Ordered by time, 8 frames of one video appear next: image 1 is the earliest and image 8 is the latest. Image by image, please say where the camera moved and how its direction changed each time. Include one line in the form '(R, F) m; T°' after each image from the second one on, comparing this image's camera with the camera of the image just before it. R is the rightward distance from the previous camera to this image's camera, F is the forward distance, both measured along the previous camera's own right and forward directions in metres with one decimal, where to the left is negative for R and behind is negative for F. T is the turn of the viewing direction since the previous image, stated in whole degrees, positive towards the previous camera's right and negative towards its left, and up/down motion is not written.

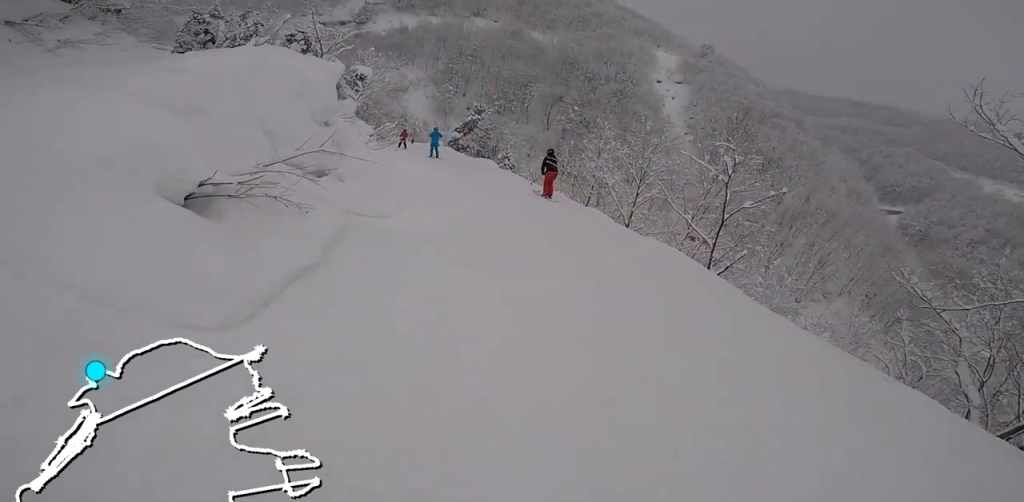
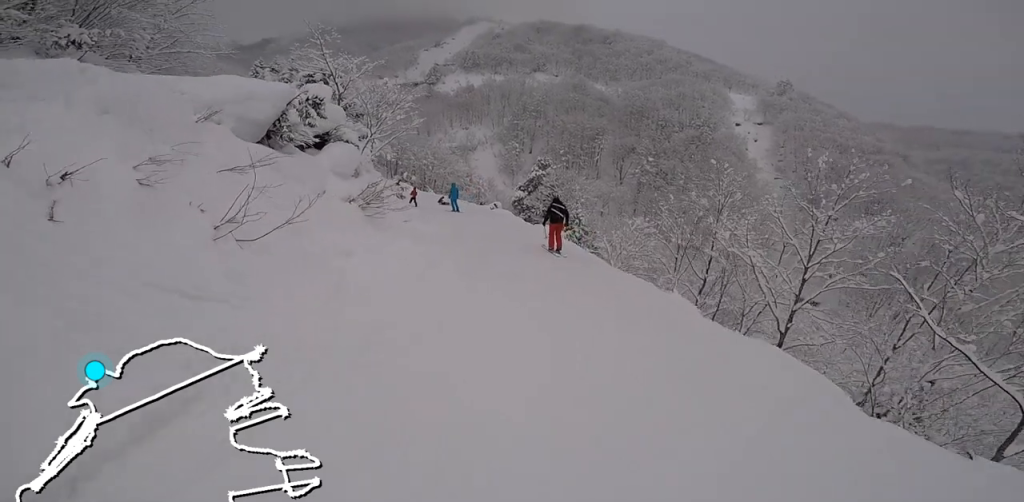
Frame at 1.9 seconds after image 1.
(-1.5, +6.2) m; -19°
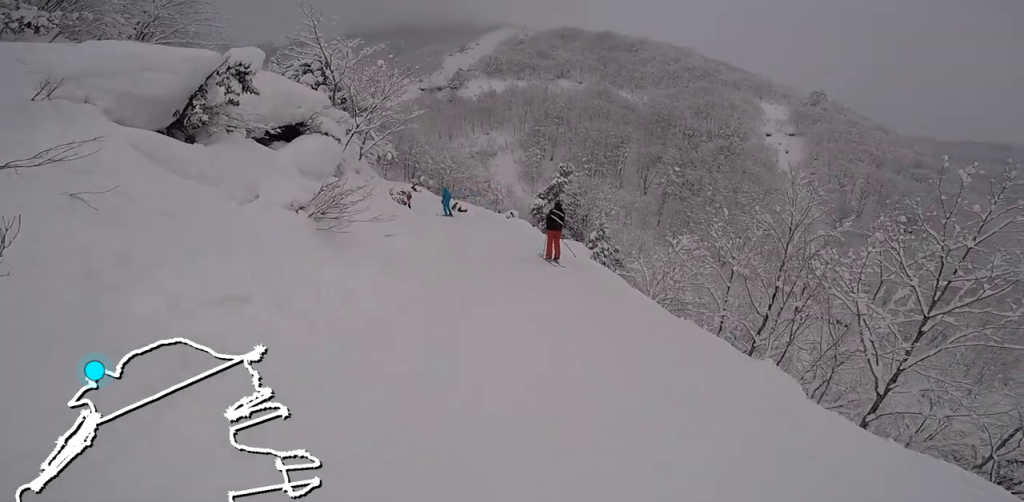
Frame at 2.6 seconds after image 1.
(-0.1, +2.9) m; -4°
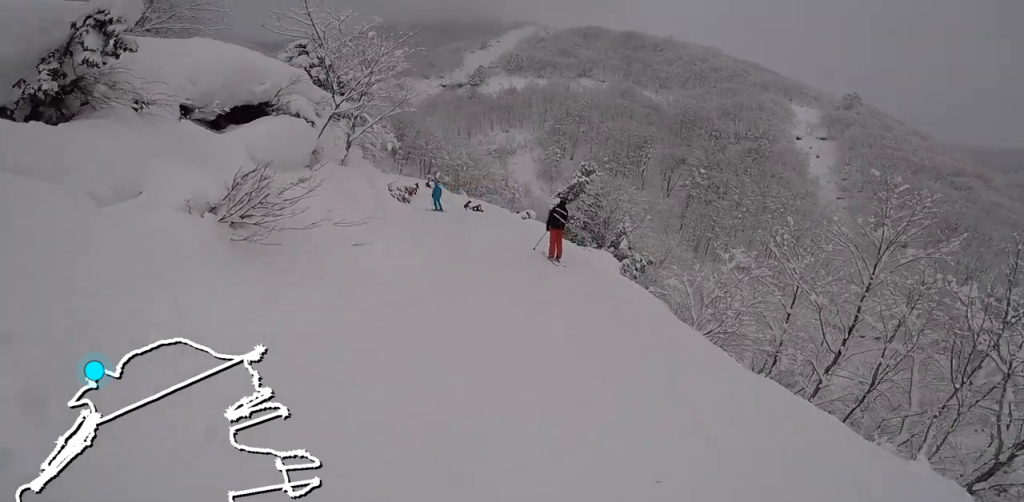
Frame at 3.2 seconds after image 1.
(-0.1, +2.3) m; -4°
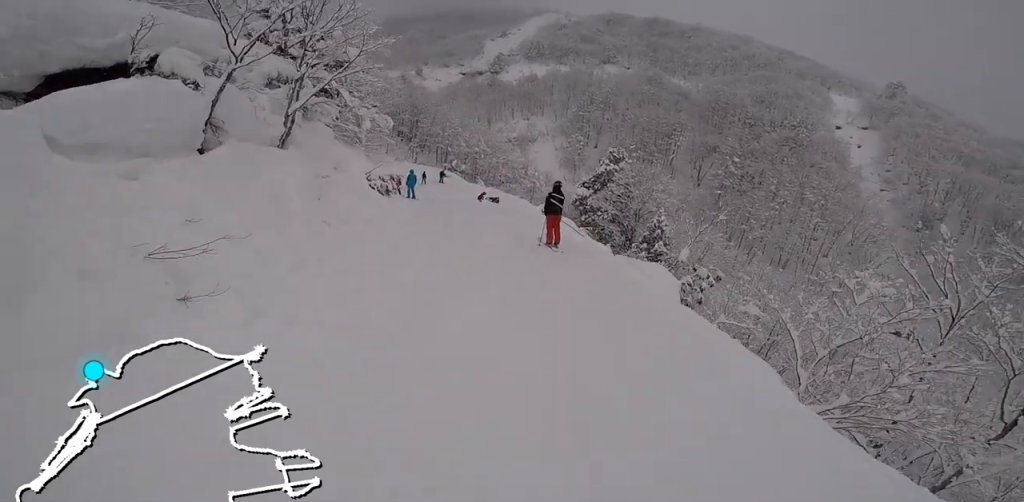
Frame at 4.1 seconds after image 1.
(-0.2, +3.5) m; -7°
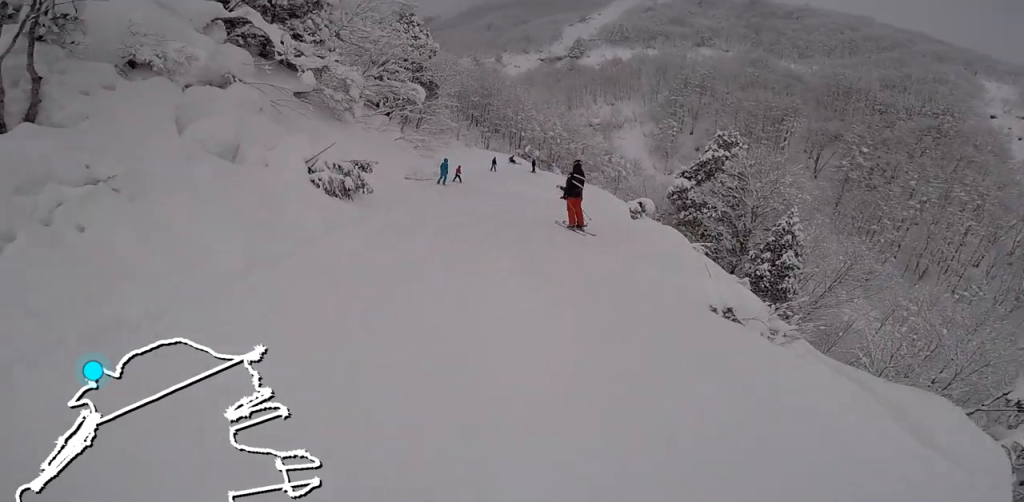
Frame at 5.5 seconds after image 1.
(-0.3, +5.5) m; -7°
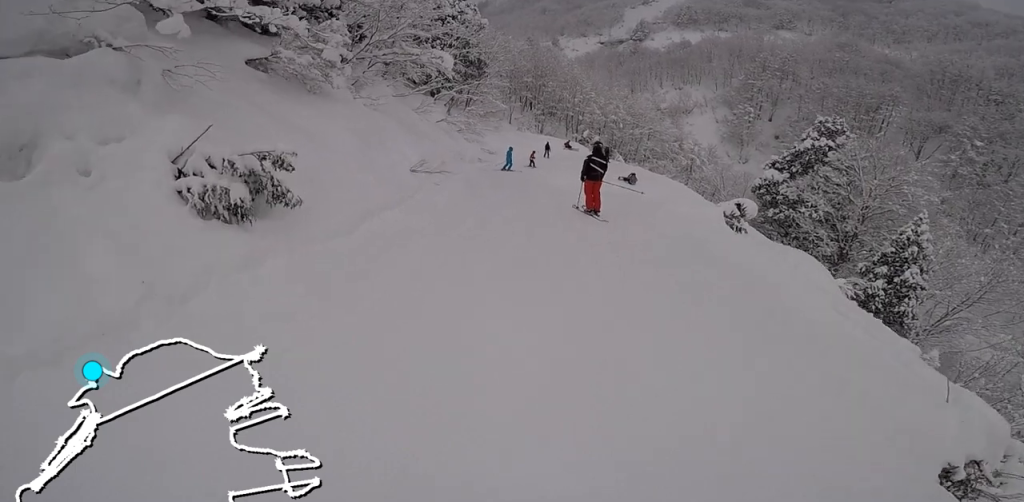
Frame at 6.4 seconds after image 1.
(-0.1, +3.2) m; -7°
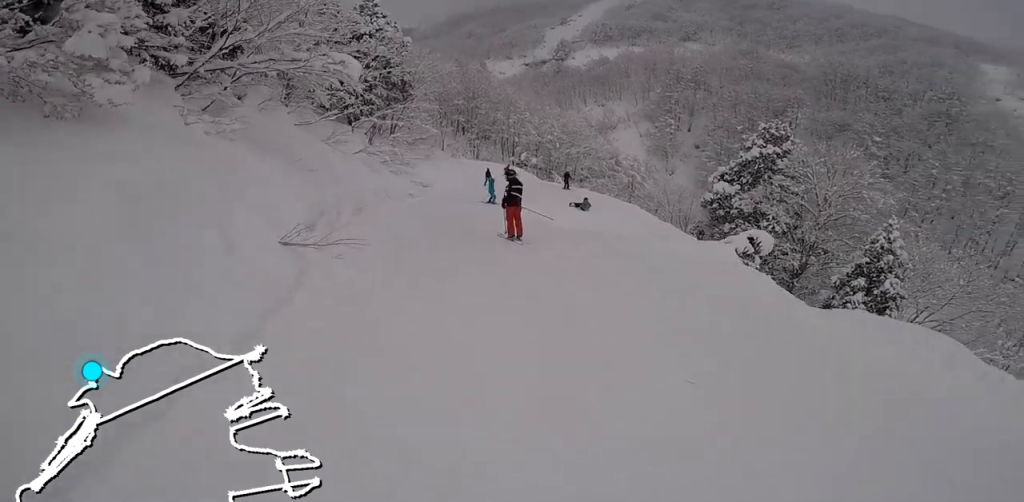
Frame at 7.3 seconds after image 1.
(-0.3, +3.5) m; -7°
